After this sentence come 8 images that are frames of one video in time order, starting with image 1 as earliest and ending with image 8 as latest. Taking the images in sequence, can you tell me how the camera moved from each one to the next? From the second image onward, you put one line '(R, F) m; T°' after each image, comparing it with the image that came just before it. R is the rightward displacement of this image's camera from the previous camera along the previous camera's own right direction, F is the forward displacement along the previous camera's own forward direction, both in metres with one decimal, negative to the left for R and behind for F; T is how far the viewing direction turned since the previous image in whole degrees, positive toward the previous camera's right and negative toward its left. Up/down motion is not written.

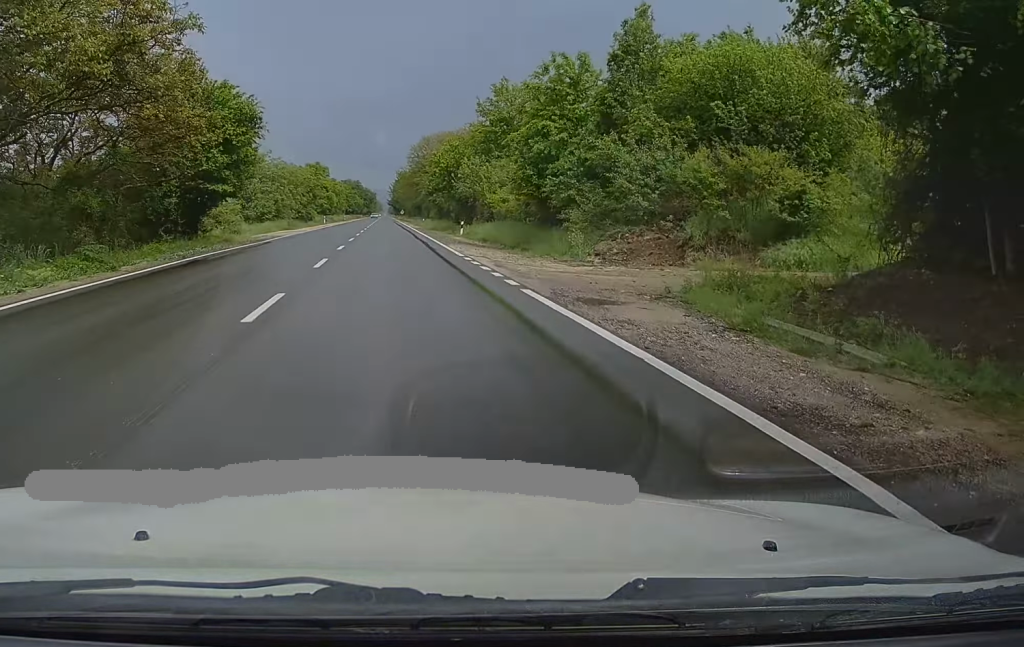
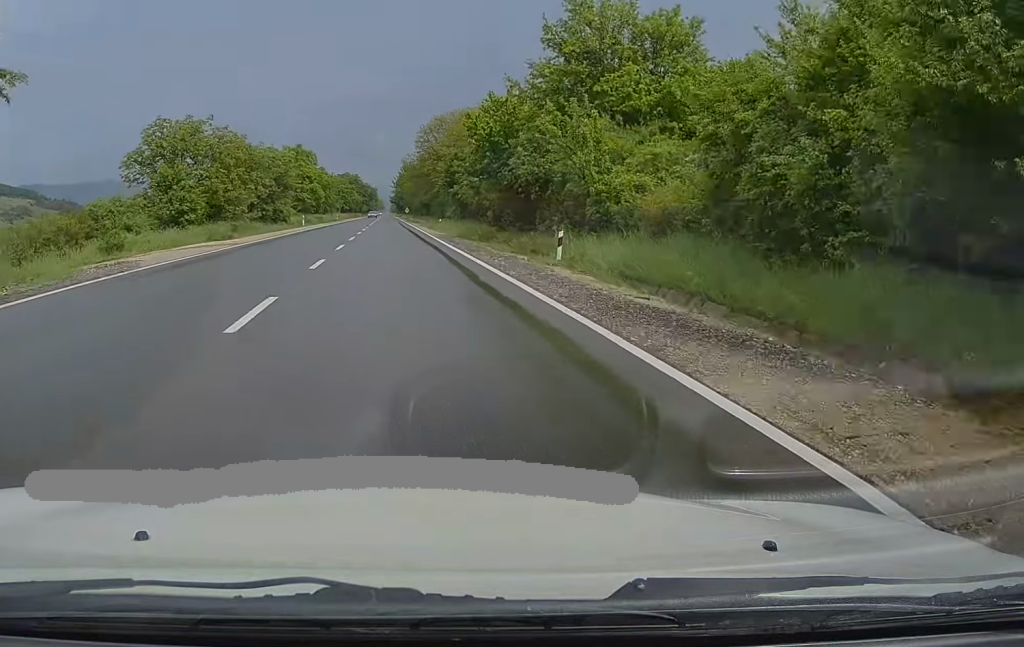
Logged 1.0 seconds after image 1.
(0.0, +27.5) m; 0°
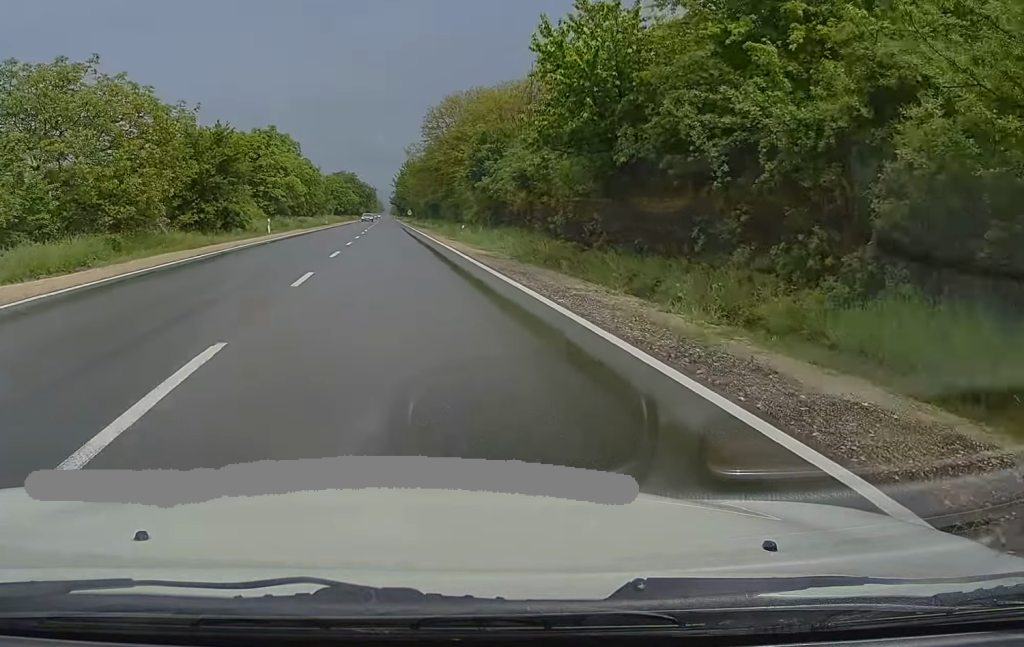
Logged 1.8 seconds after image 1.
(0.0, +21.2) m; 0°
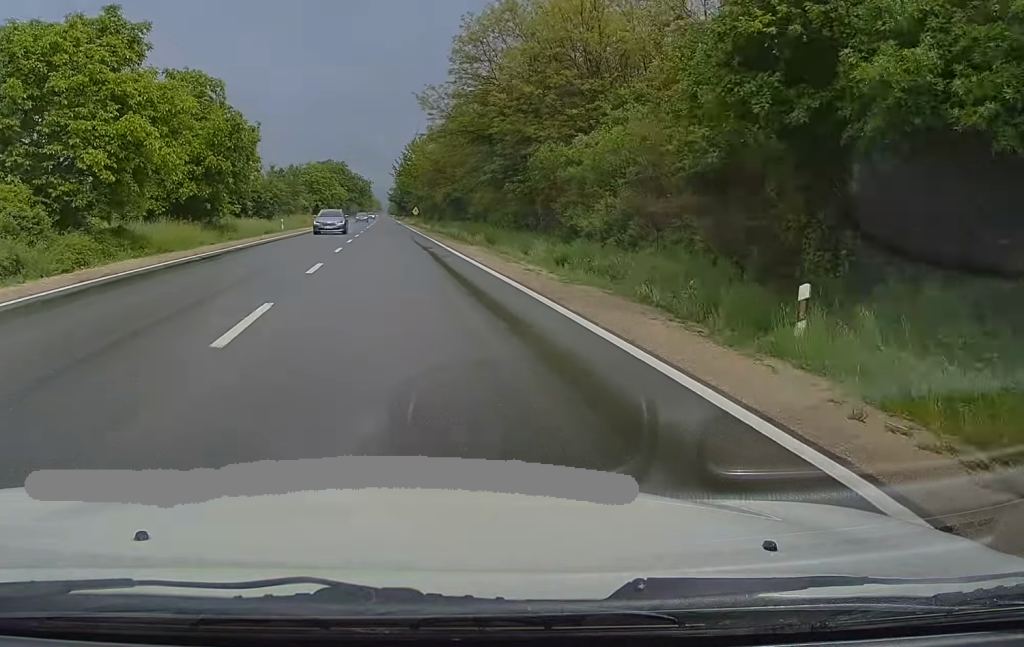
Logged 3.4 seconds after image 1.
(-0.5, +41.4) m; 0°
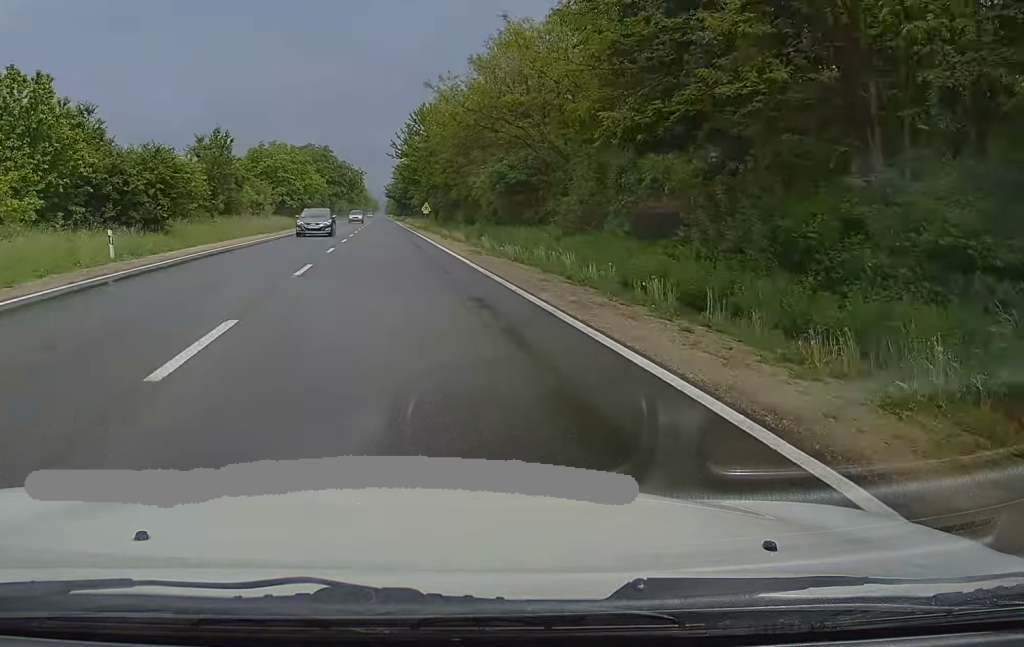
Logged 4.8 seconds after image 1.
(+1.0, +36.6) m; +1°
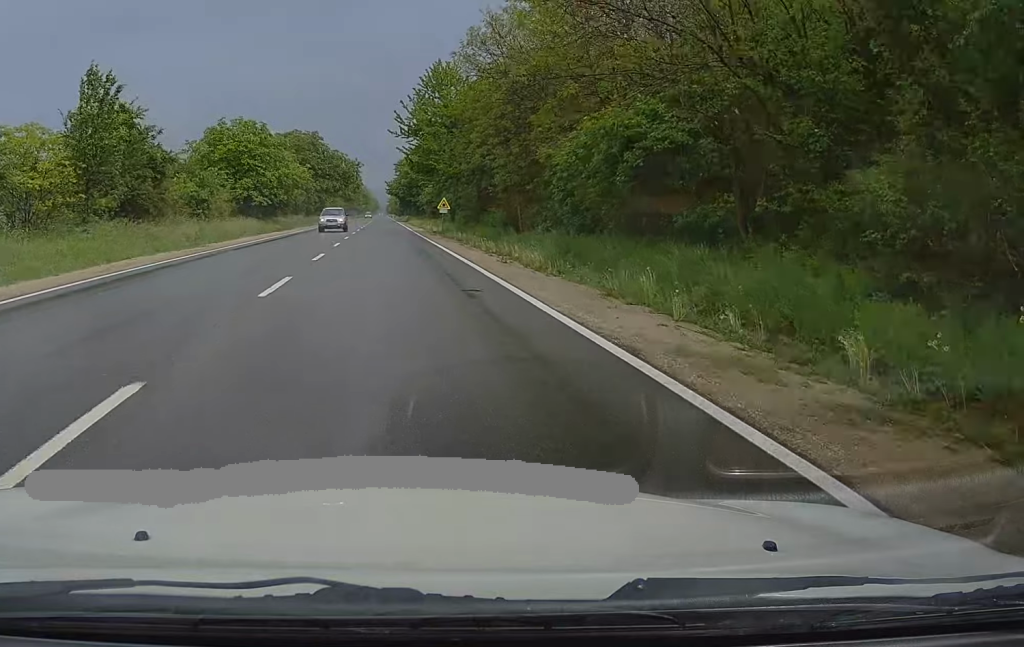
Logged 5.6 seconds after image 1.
(0.0, +21.7) m; 0°
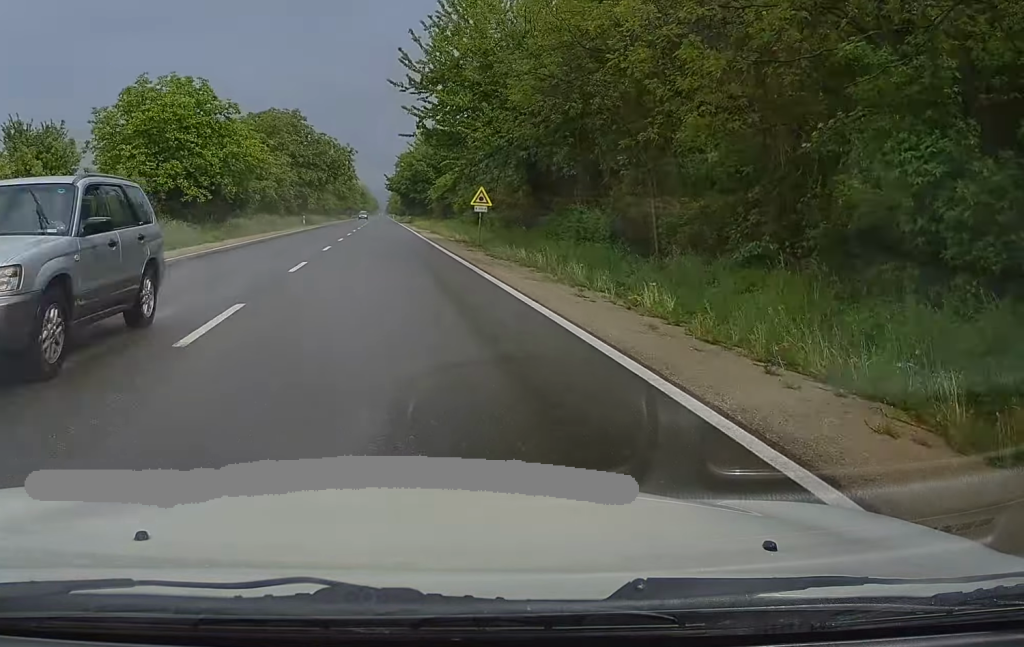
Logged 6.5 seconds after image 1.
(-0.5, +21.6) m; 0°
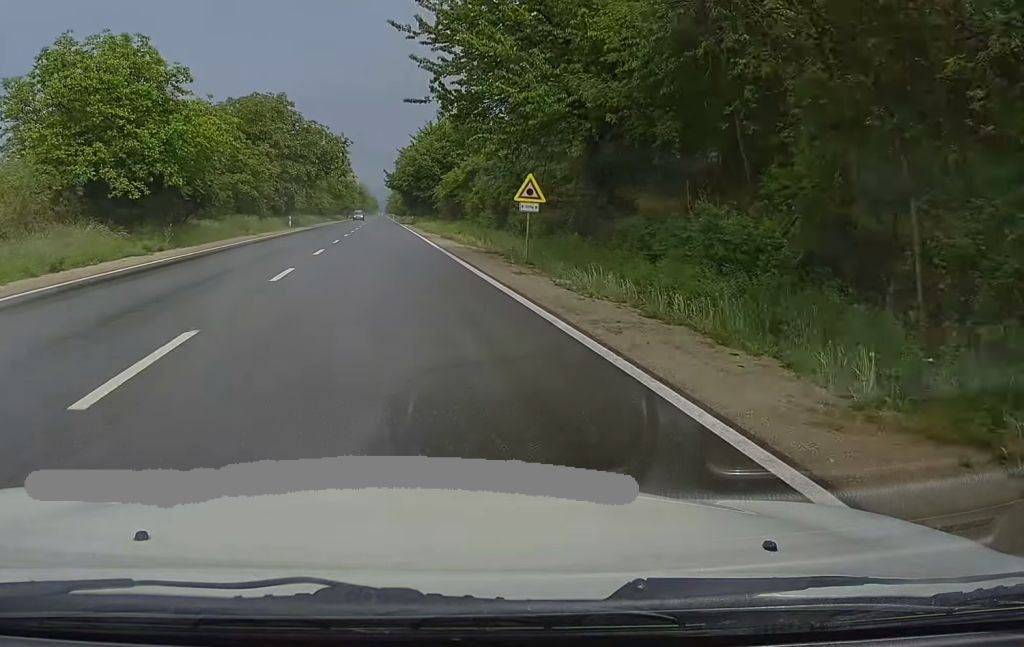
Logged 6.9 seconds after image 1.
(+0.4, +11.3) m; 0°
